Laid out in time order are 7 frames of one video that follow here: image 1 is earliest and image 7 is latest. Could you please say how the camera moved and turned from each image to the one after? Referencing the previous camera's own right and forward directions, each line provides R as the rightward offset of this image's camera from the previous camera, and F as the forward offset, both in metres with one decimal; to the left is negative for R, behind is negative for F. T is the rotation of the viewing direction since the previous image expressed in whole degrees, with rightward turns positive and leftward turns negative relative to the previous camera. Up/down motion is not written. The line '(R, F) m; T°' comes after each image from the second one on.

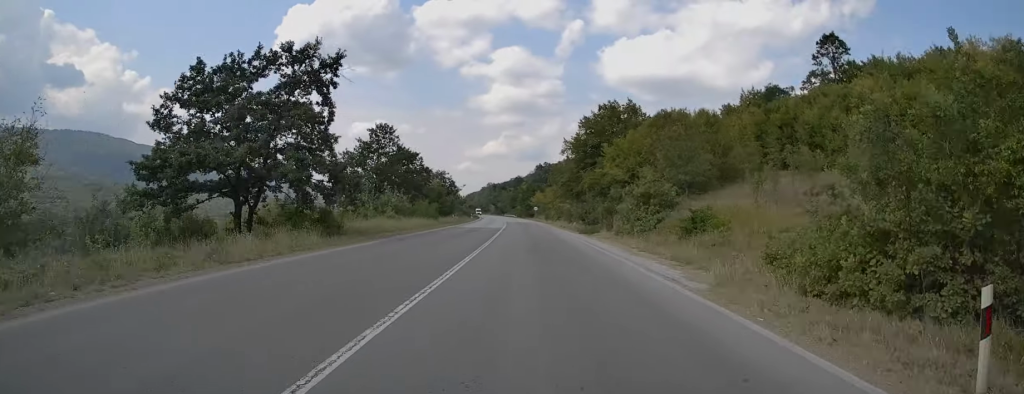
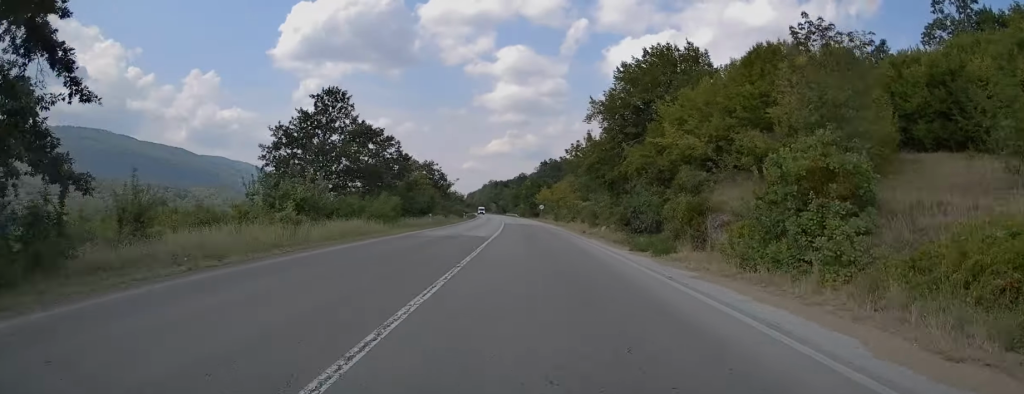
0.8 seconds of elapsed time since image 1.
(-0.2, +19.2) m; 0°
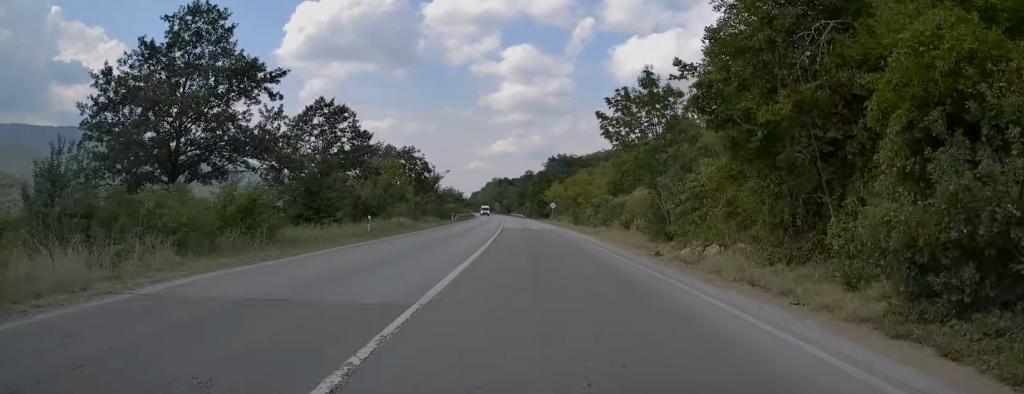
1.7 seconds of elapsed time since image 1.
(0.0, +21.6) m; 0°
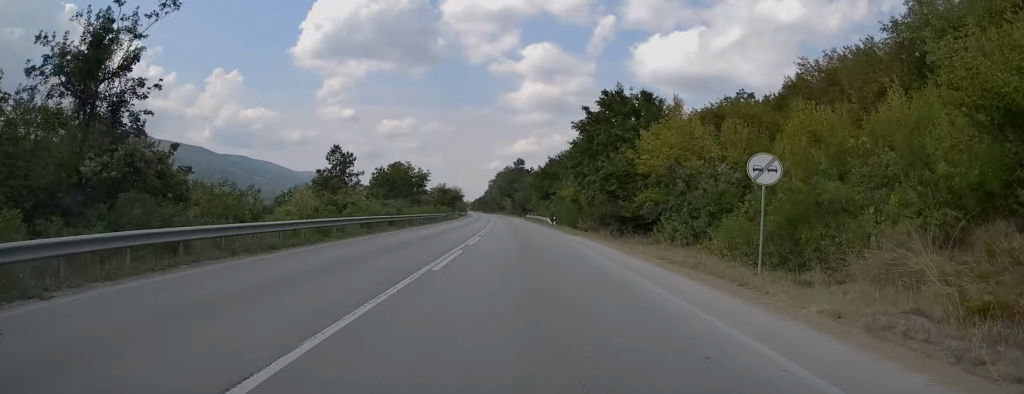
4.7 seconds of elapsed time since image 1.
(-1.1, +72.4) m; -2°
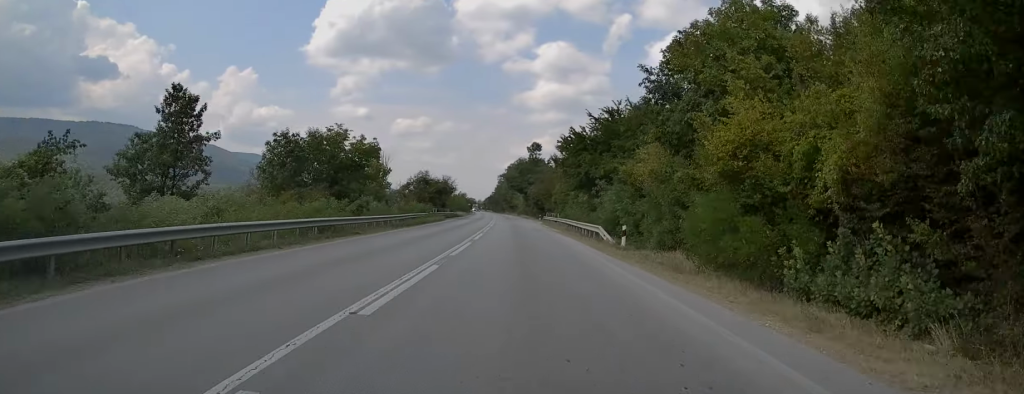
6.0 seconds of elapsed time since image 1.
(-0.4, +32.2) m; -1°
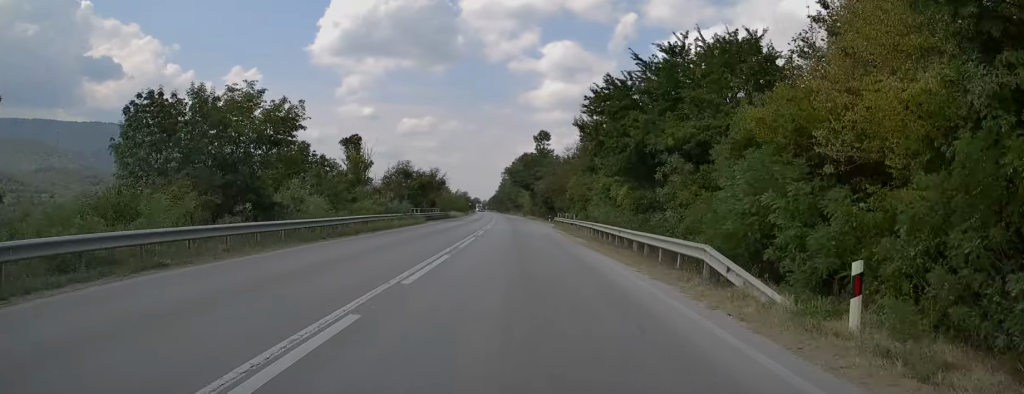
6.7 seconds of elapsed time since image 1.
(-0.1, +15.2) m; 0°
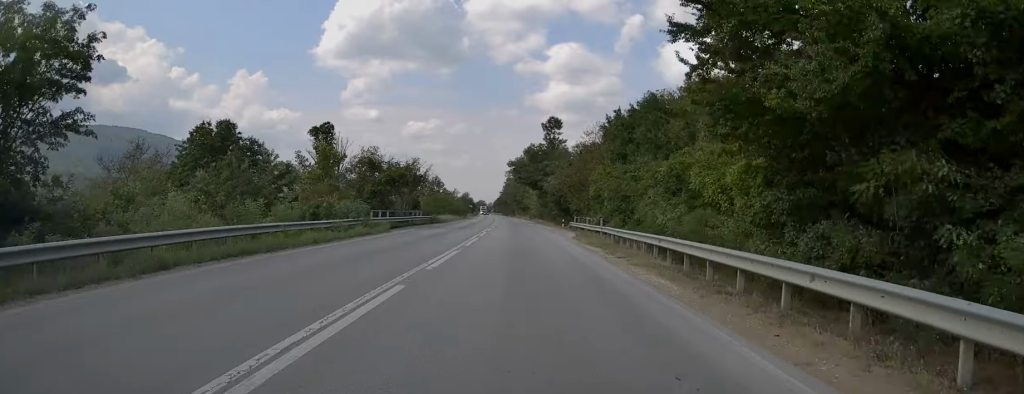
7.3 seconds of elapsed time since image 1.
(+0.4, +15.2) m; -1°
